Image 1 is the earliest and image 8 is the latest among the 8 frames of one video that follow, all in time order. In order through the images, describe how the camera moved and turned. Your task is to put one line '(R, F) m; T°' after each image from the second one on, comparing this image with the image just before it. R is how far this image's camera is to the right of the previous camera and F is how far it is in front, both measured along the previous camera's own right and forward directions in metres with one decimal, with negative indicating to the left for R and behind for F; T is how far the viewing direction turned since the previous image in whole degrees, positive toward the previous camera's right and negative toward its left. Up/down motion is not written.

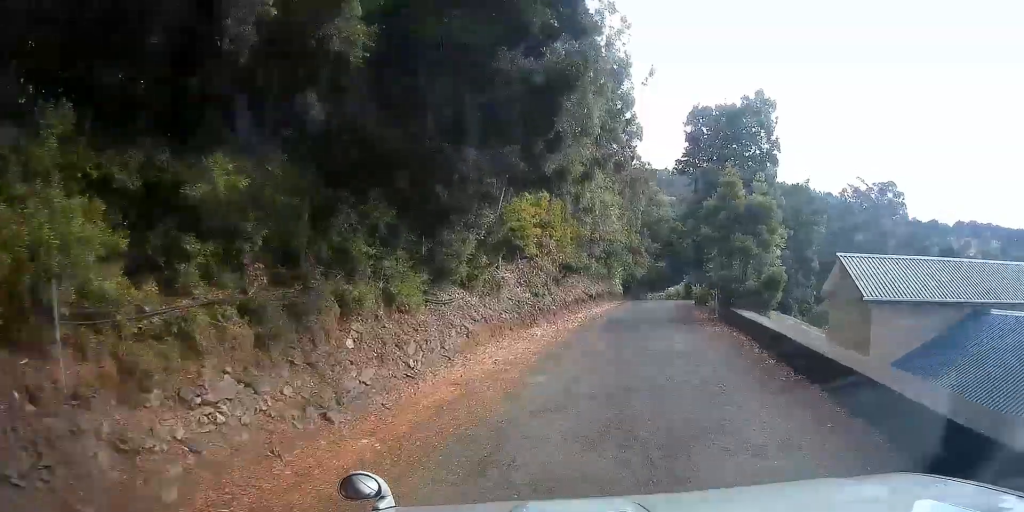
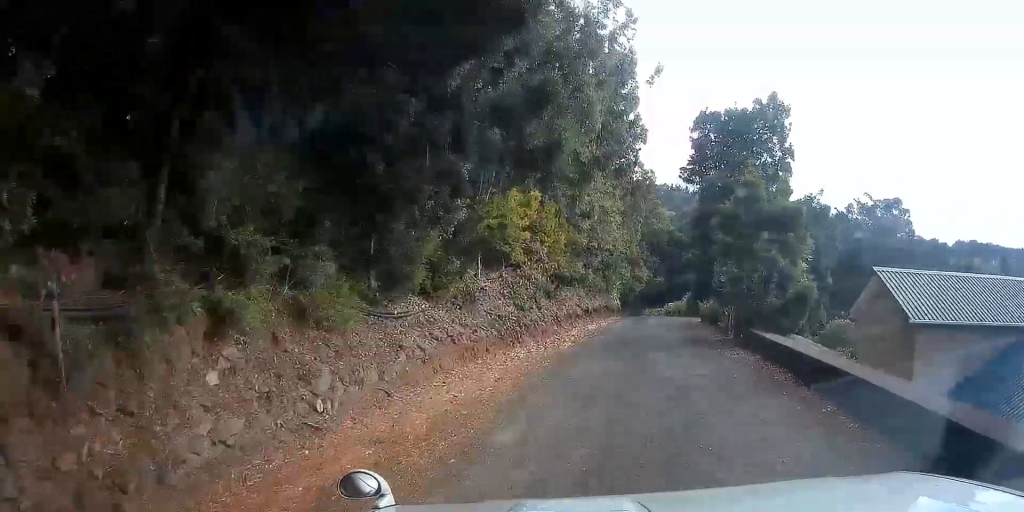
(+0.1, +3.0) m; +2°
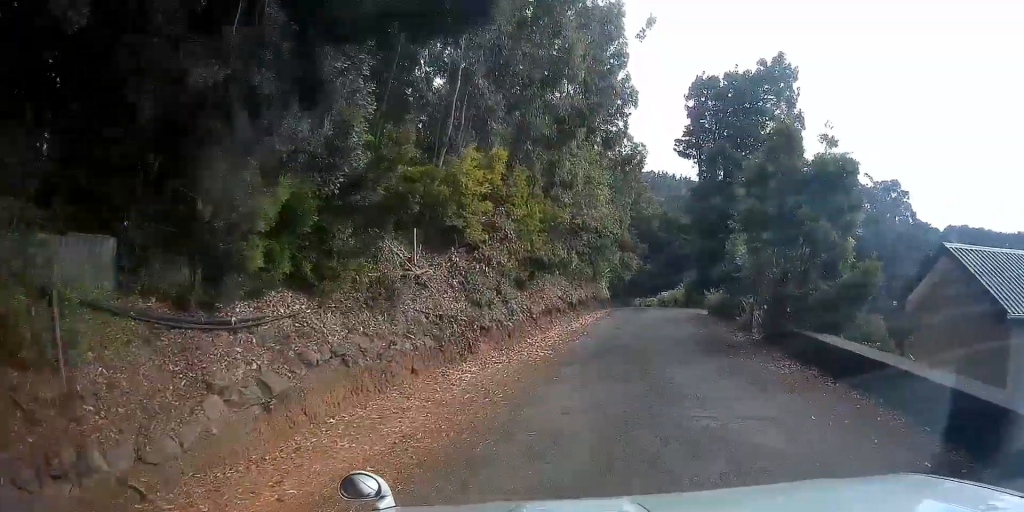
(+0.1, +4.6) m; +2°
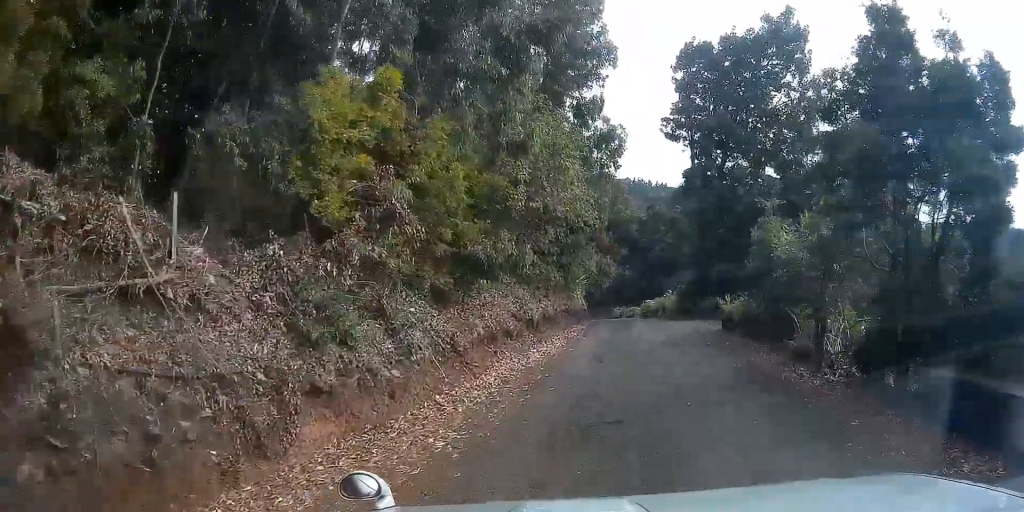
(+0.1, +6.4) m; +3°
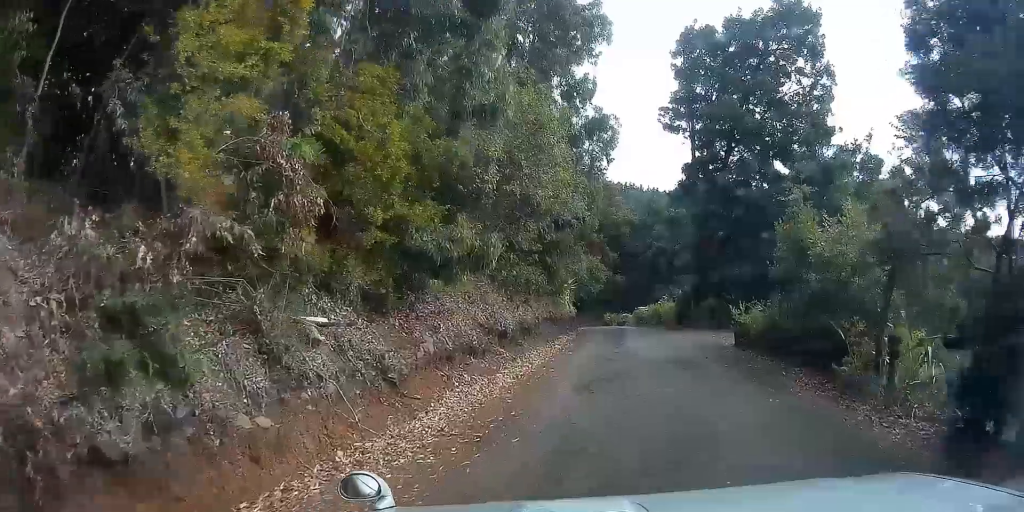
(0.0, +2.8) m; +2°
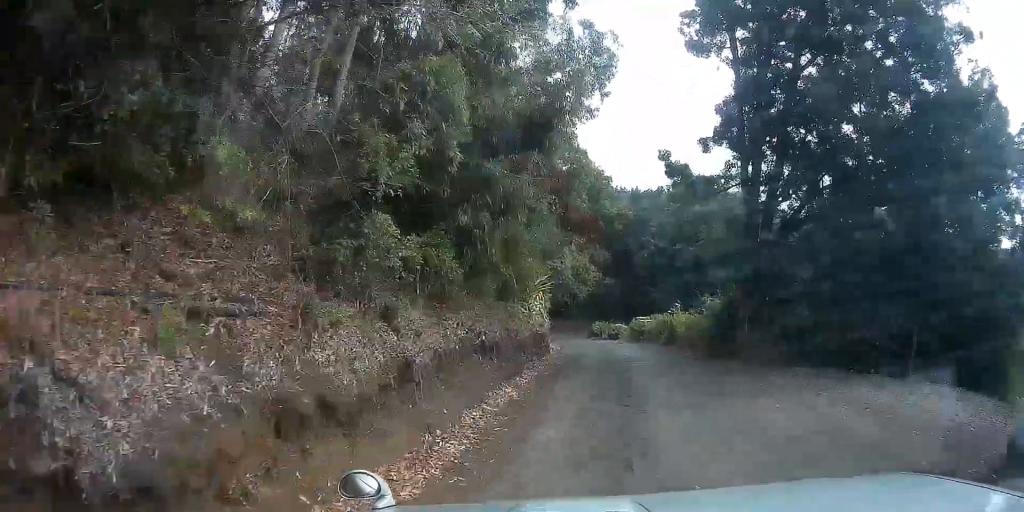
(+0.4, +10.6) m; -1°
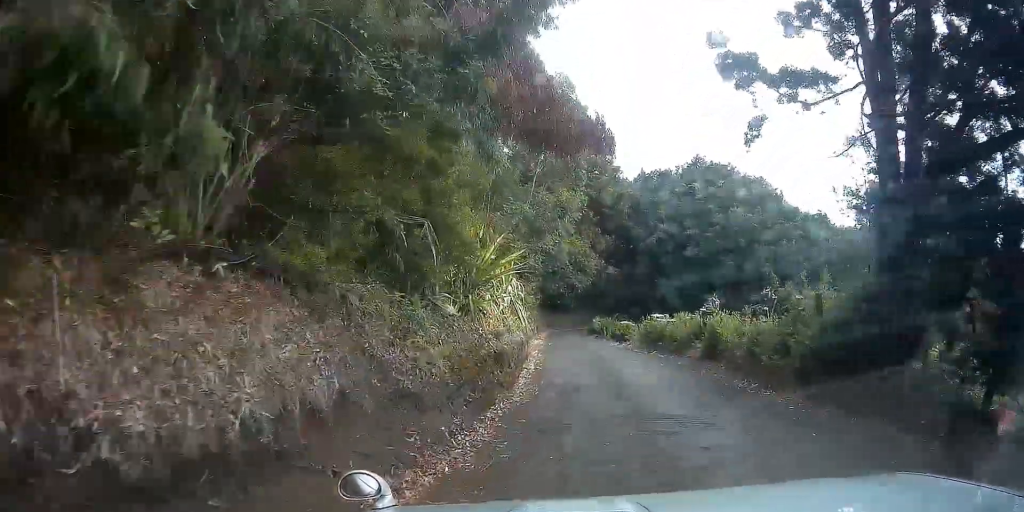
(-0.4, +8.6) m; -4°
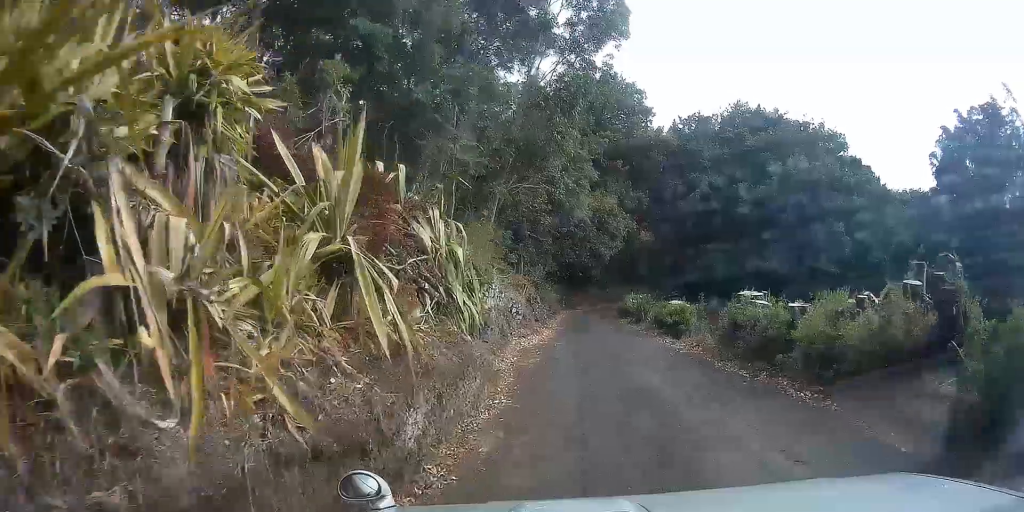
(-0.6, +12.1) m; -4°
